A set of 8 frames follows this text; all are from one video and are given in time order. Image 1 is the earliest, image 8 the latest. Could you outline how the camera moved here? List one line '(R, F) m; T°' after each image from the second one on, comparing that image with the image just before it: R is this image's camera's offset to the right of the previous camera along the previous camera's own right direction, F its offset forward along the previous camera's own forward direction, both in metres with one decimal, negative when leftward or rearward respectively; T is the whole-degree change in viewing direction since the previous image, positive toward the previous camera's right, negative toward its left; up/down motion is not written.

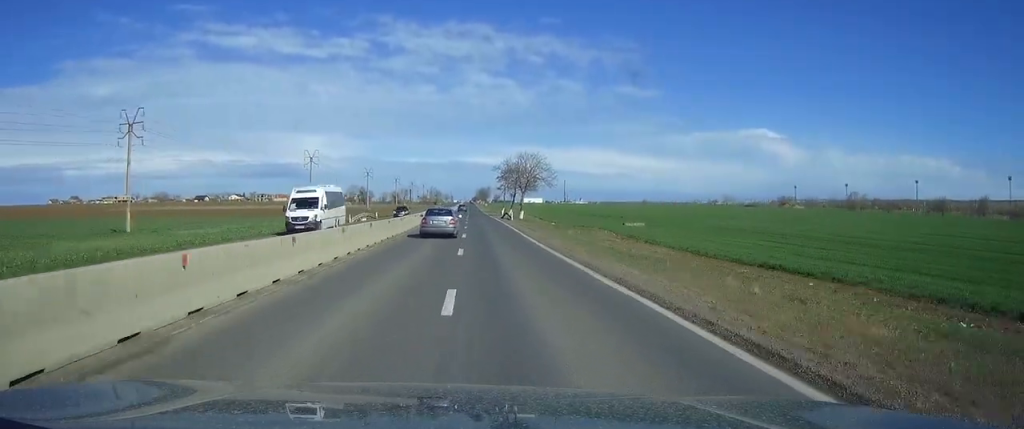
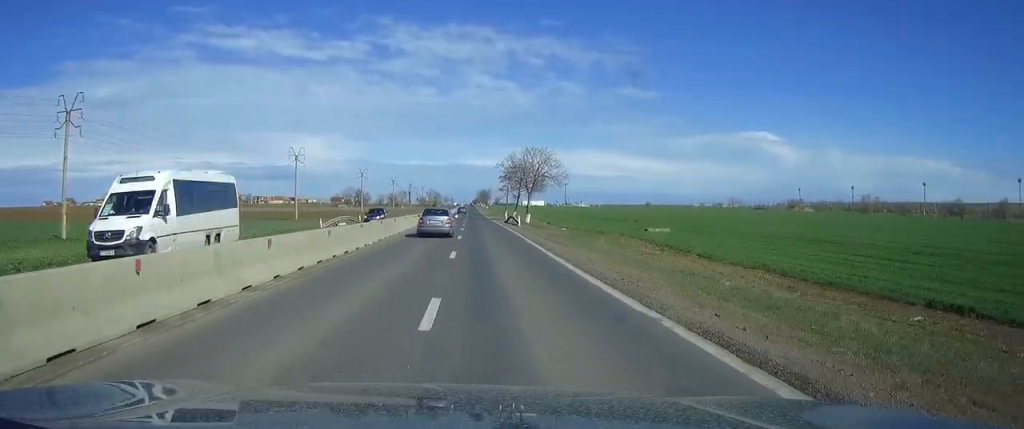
(0.0, +13.2) m; 0°
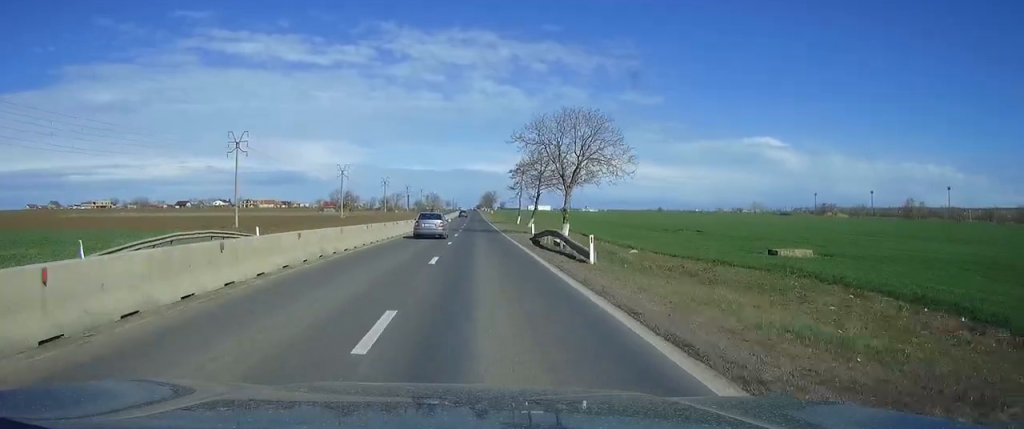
(0.0, +37.5) m; 0°
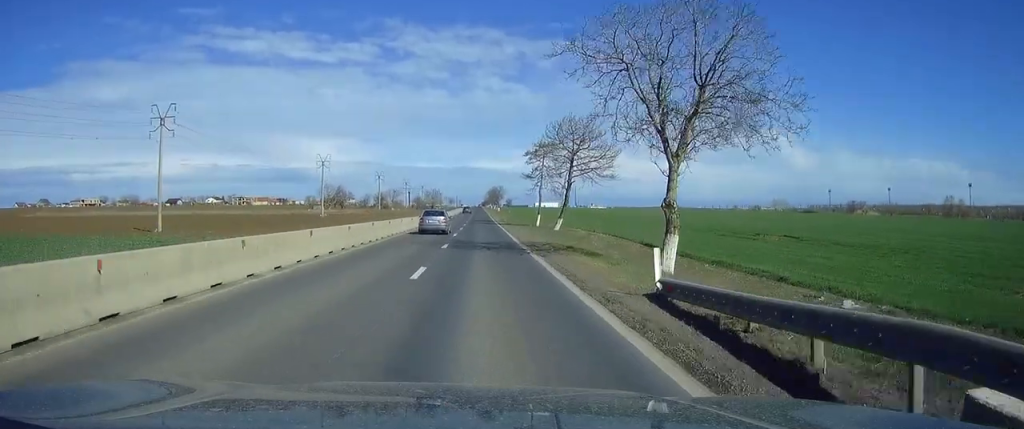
(-0.1, +28.5) m; 0°
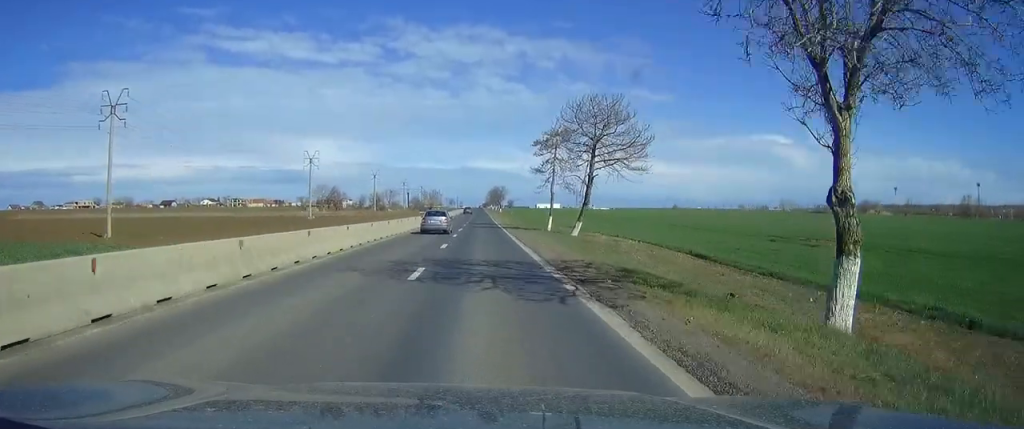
(0.0, +12.2) m; 0°
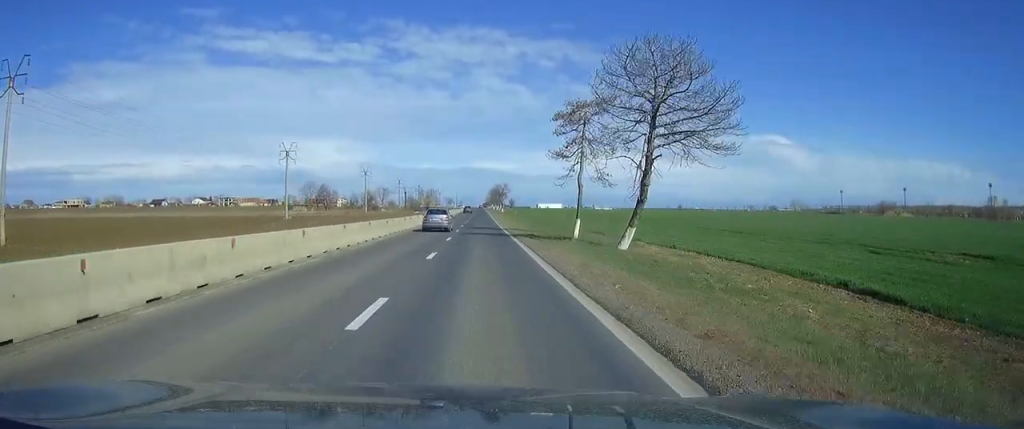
(0.0, +18.3) m; 0°
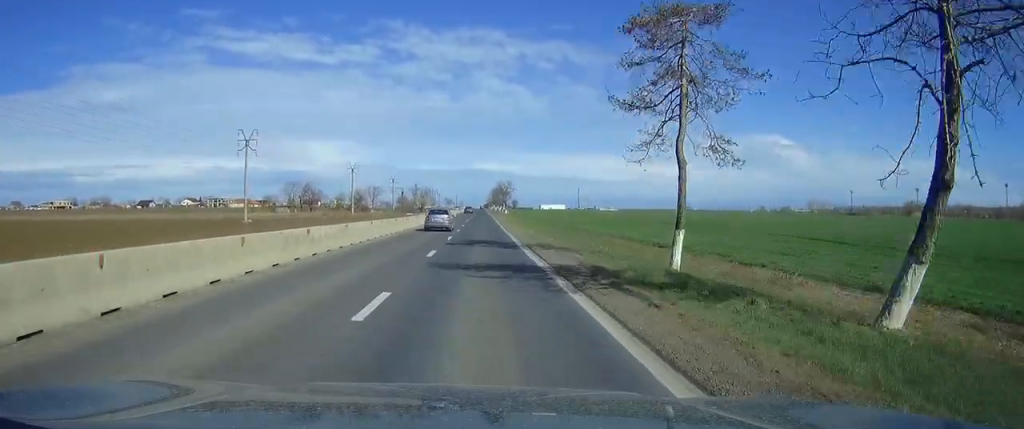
(0.0, +23.3) m; 0°
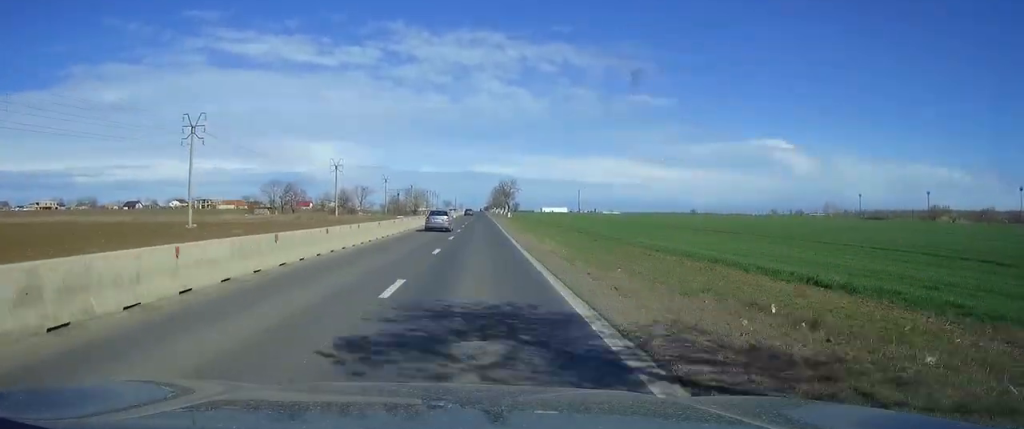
(0.0, +21.4) m; 0°
